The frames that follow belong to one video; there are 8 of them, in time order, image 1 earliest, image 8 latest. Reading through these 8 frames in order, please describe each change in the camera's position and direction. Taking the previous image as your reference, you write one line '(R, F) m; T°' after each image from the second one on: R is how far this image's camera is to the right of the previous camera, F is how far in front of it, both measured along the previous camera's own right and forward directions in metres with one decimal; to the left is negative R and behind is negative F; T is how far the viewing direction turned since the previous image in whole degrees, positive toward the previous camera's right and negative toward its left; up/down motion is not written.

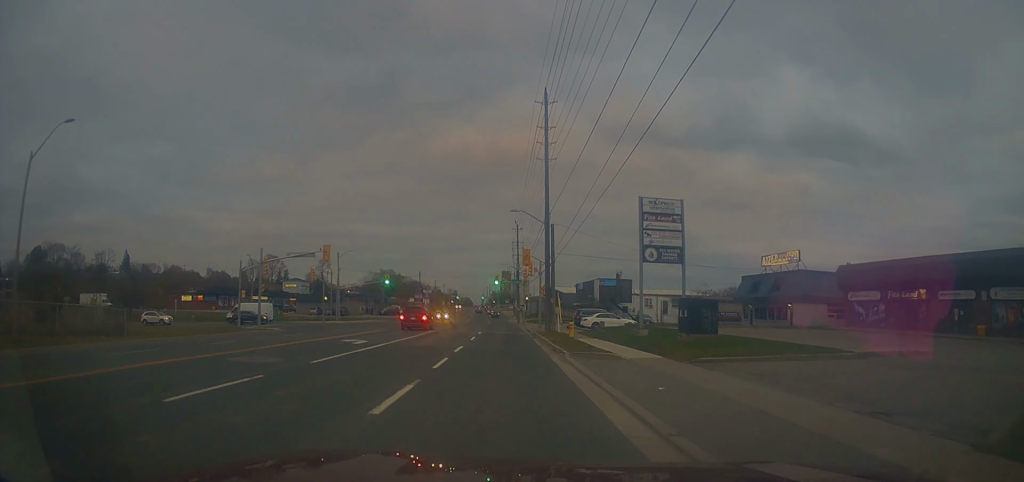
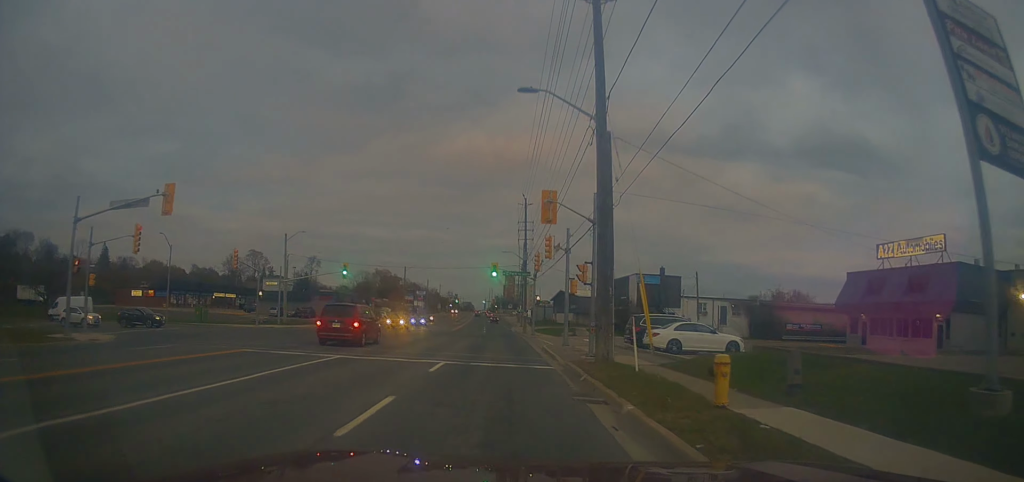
(0.0, +22.7) m; +1°
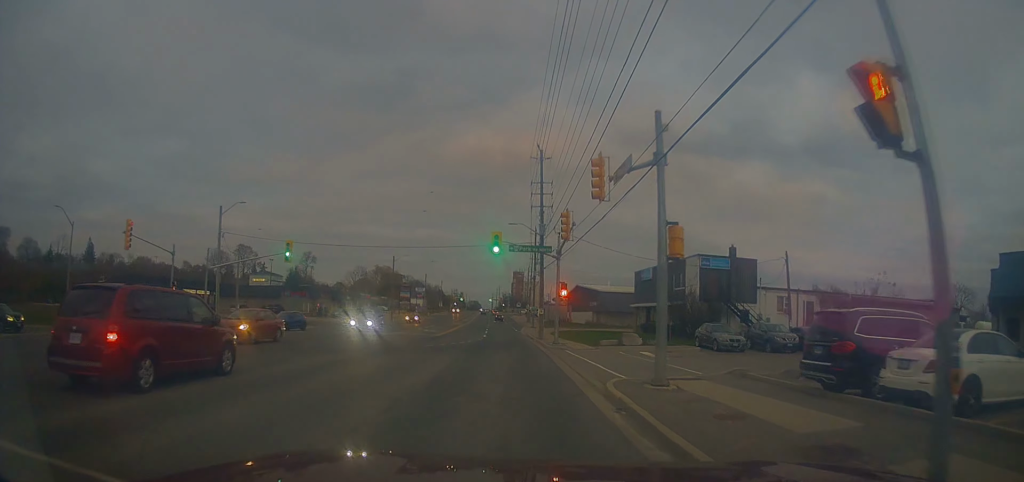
(+0.2, +17.7) m; -1°
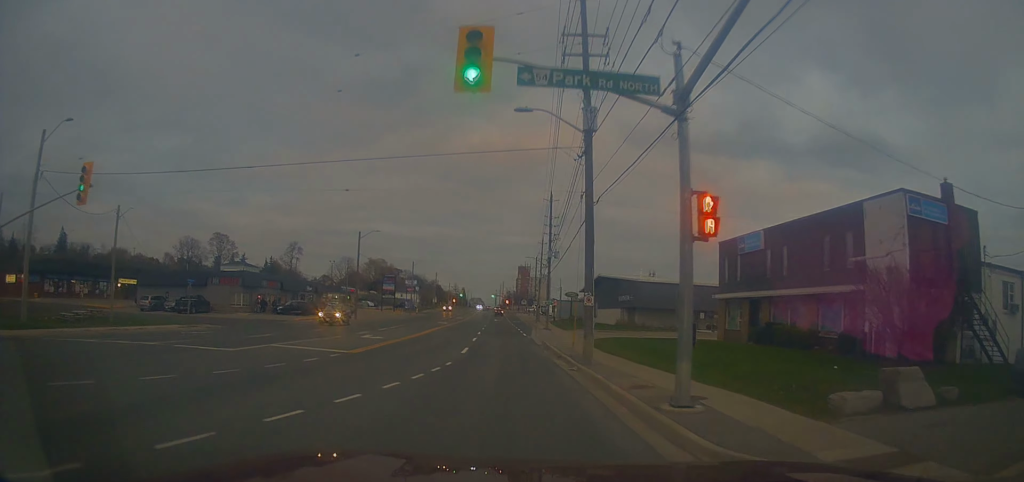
(-0.2, +23.8) m; 0°
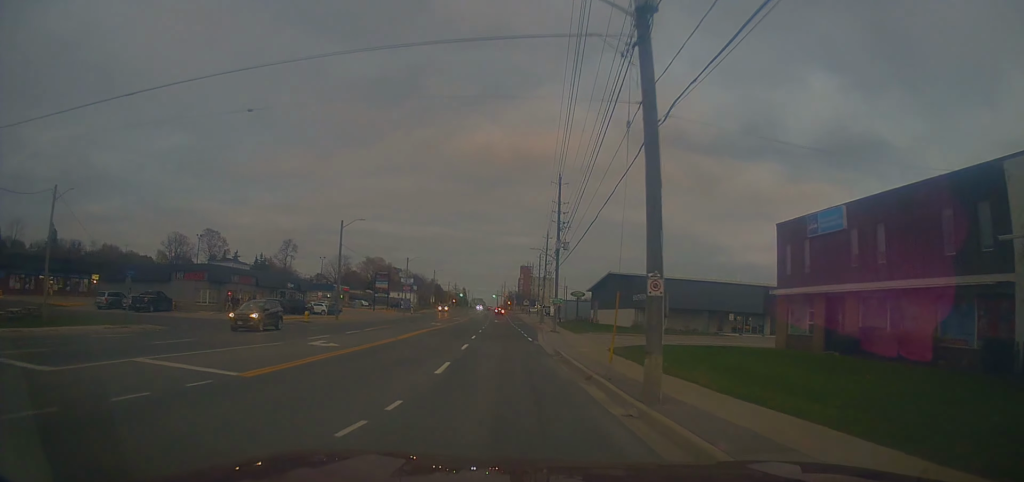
(+0.2, +8.3) m; 0°
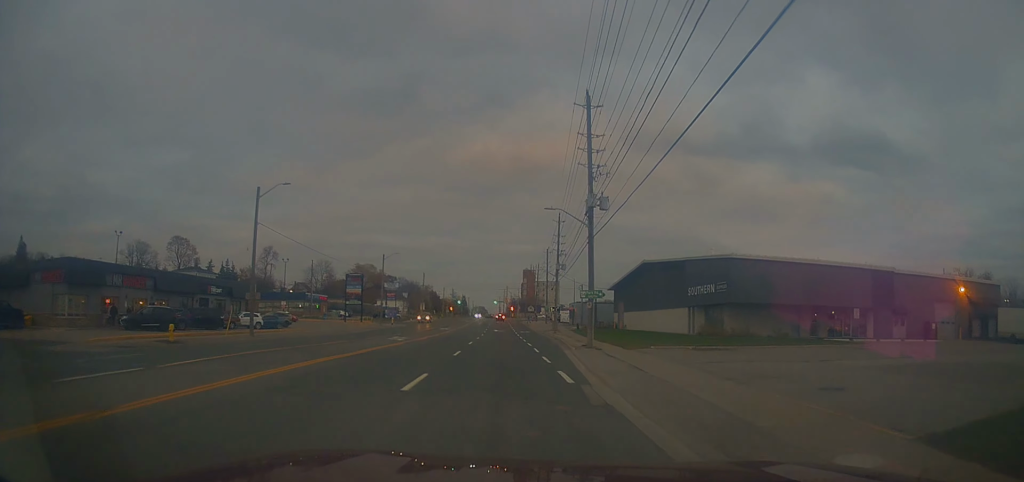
(-0.9, +21.4) m; -1°
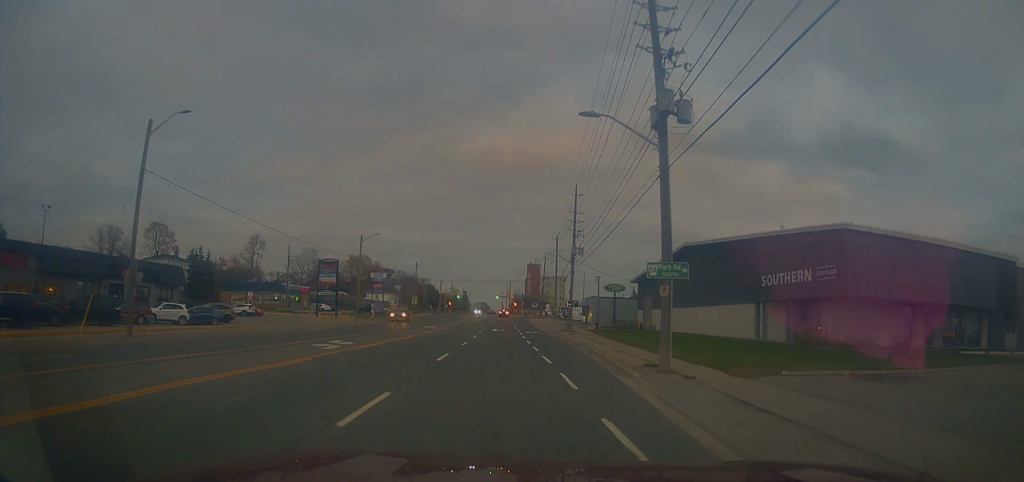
(+0.2, +14.6) m; +1°
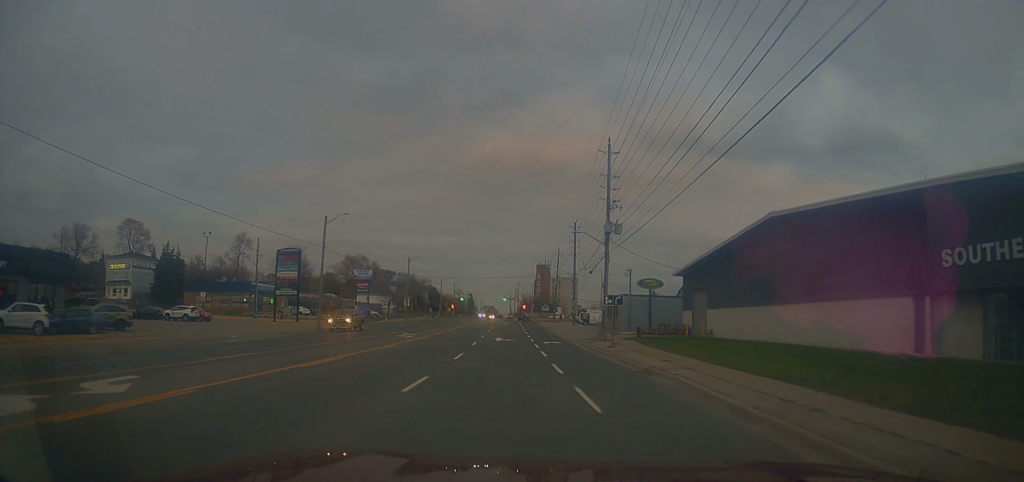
(0.0, +16.5) m; -1°
